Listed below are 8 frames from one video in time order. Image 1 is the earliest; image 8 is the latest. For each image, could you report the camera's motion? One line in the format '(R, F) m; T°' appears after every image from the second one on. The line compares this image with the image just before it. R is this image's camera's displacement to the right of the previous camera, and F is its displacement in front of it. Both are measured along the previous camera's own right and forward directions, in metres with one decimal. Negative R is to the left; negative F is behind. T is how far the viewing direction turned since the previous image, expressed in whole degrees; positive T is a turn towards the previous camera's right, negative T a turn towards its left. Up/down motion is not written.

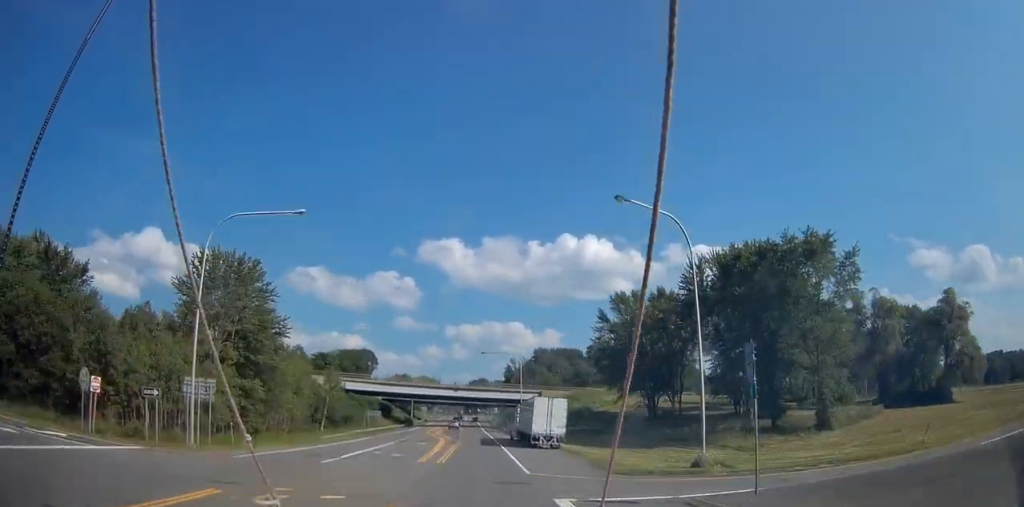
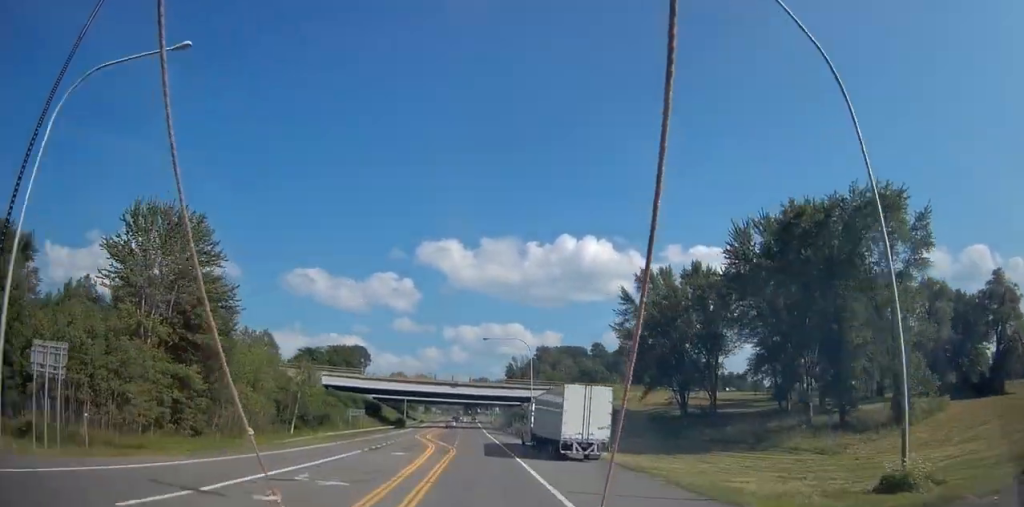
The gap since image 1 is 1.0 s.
(0.0, +14.2) m; 0°
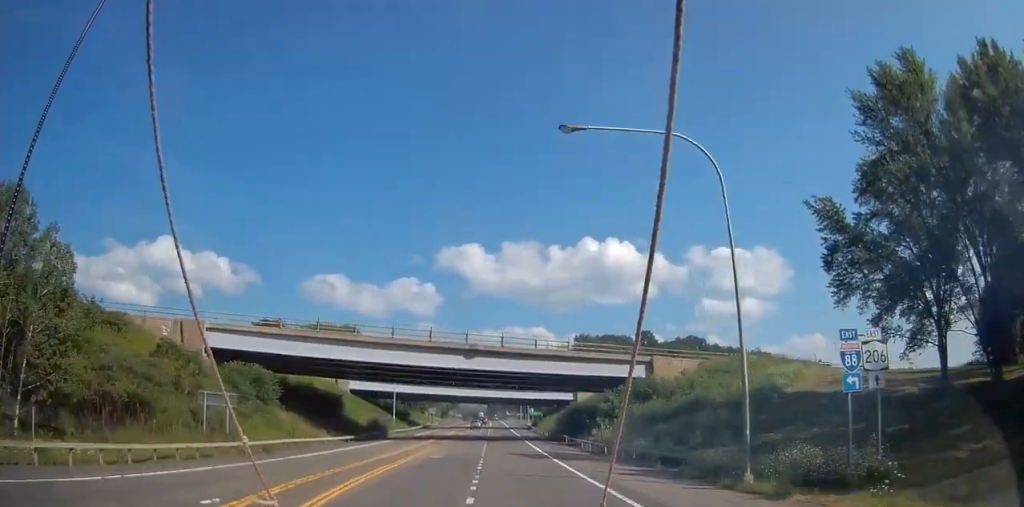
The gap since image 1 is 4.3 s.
(-0.7, +49.8) m; -1°
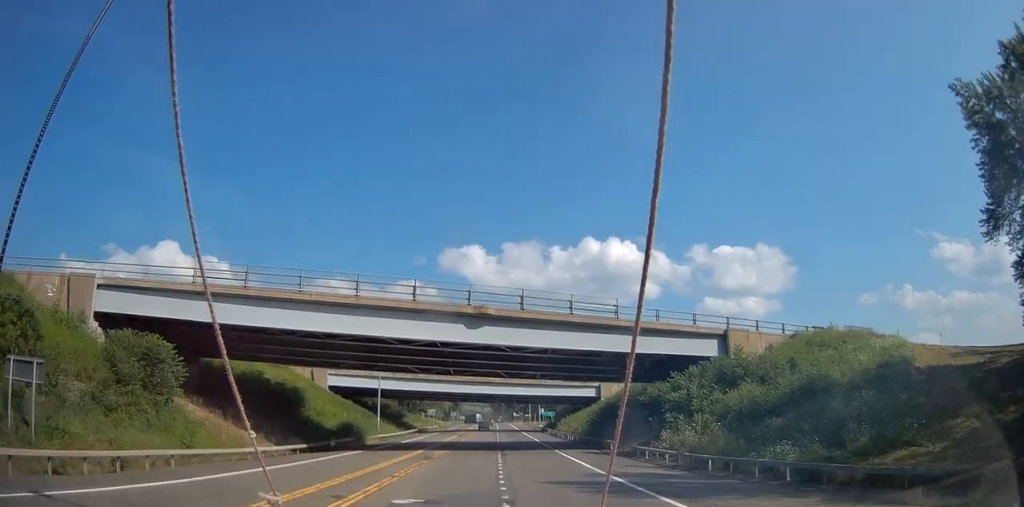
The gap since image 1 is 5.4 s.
(-0.2, +16.6) m; 0°
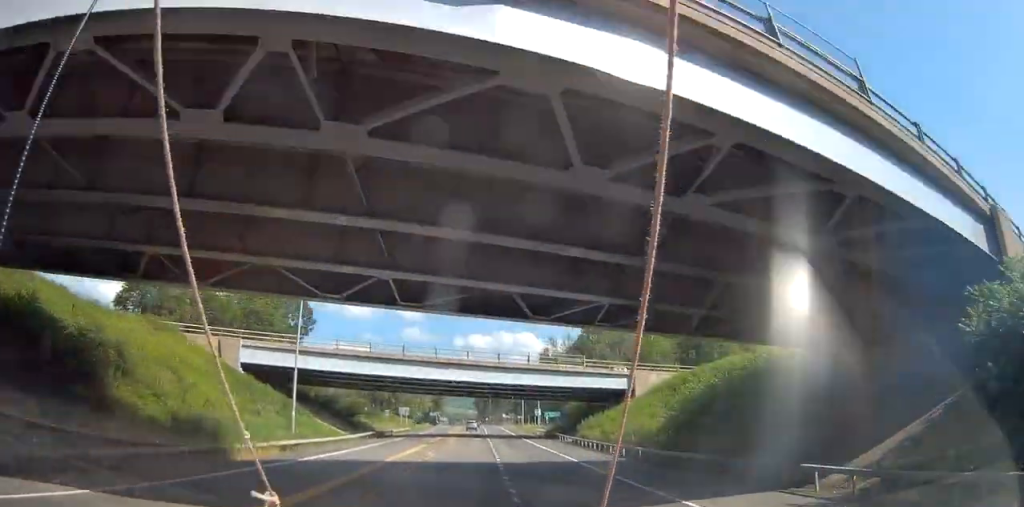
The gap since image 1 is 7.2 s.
(+0.1, +25.9) m; +1°
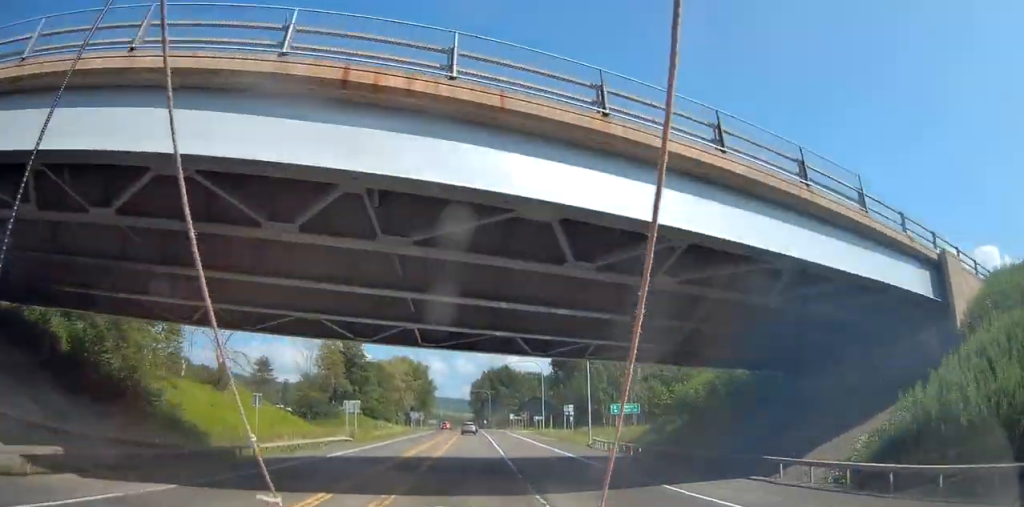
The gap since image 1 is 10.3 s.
(+0.7, +44.4) m; +1°
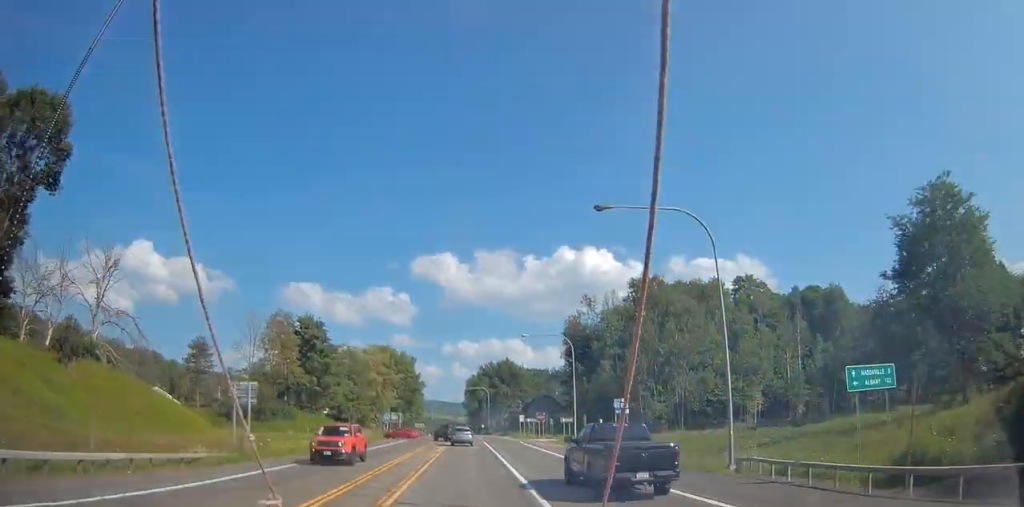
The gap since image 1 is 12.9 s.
(-0.1, +31.0) m; 0°
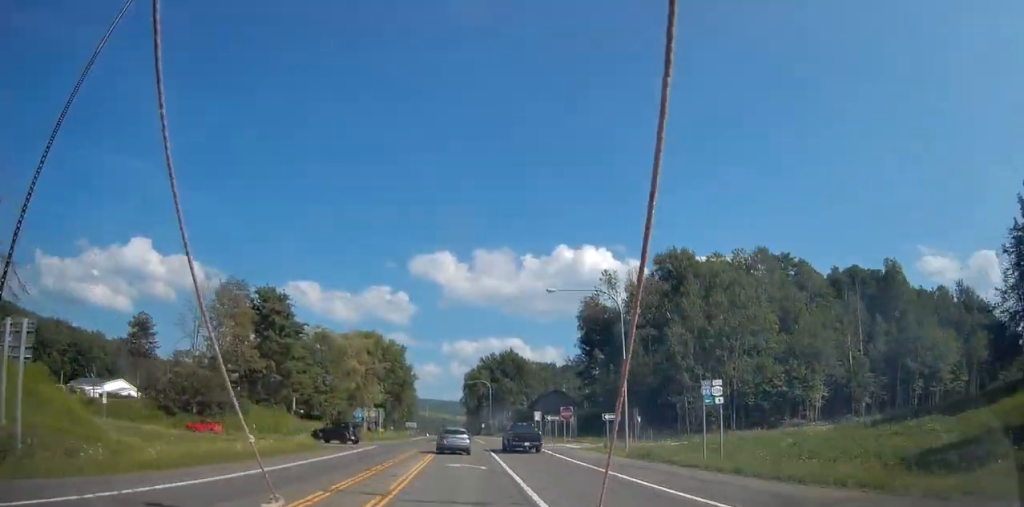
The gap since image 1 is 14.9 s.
(0.0, +20.2) m; 0°
